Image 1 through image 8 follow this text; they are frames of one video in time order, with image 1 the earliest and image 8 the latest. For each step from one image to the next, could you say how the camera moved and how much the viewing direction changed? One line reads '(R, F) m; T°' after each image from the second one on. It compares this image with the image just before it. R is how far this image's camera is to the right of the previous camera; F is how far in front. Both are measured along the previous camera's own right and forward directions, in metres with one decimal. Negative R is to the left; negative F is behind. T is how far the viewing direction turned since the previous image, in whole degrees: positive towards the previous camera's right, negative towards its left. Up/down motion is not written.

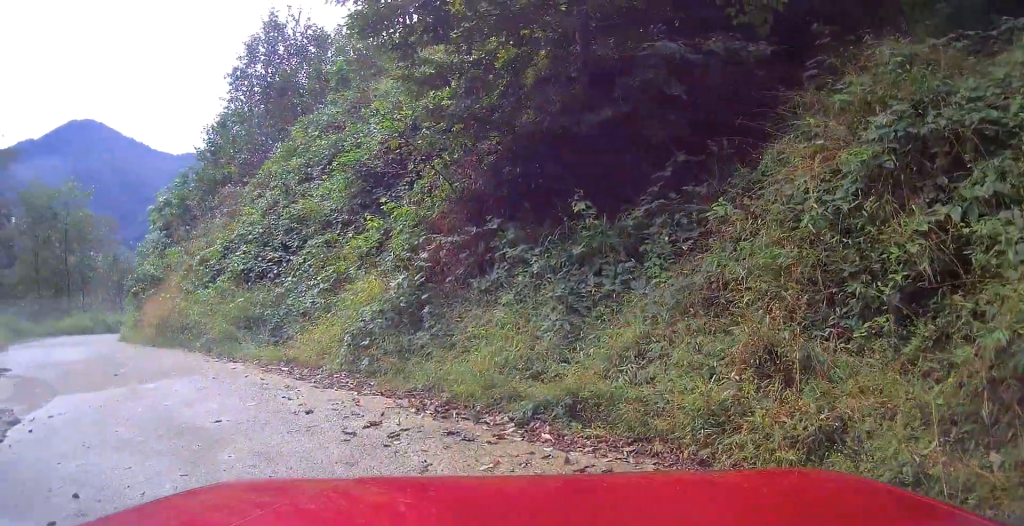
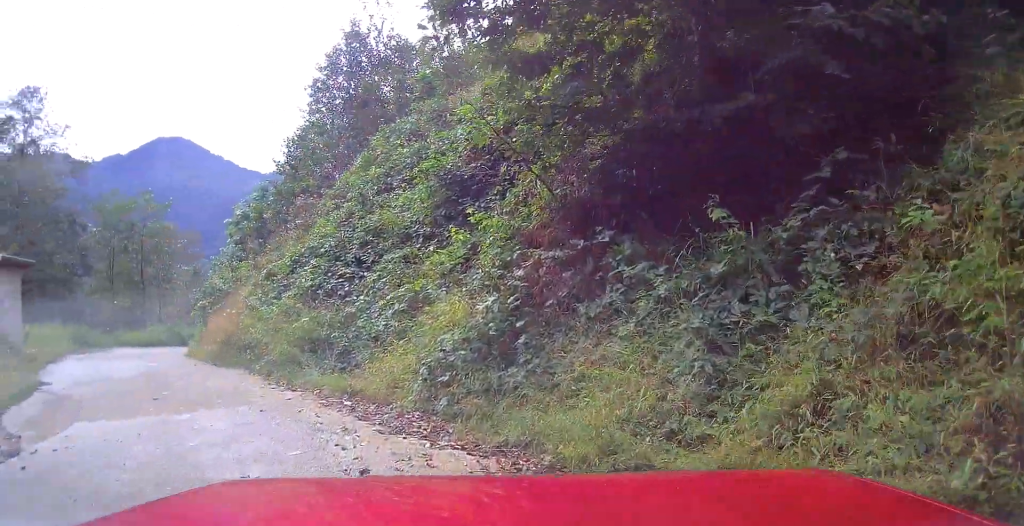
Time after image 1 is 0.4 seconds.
(-0.2, +1.1) m; -6°
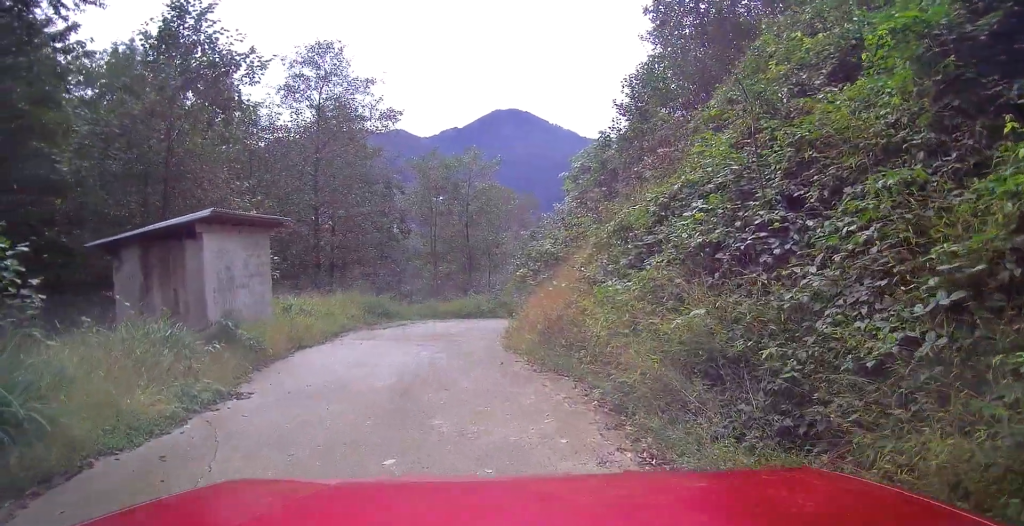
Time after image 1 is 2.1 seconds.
(-0.8, +4.0) m; -30°
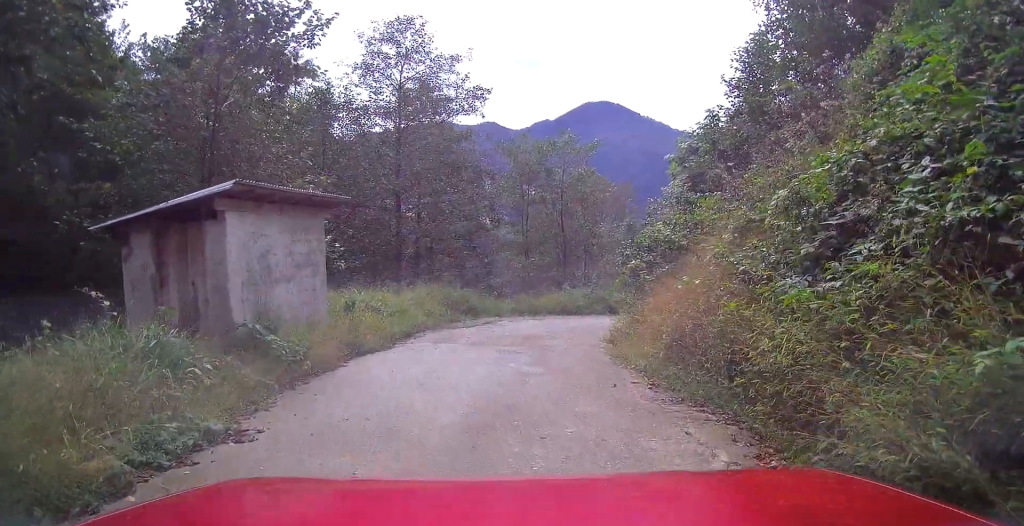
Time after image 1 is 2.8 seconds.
(-0.4, +1.9) m; -14°
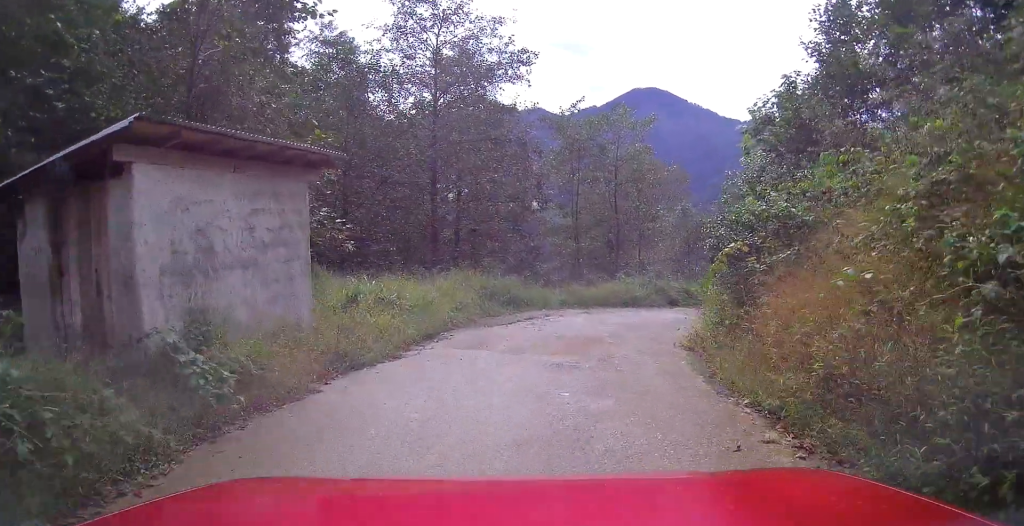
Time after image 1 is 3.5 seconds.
(-0.2, +2.5) m; -4°
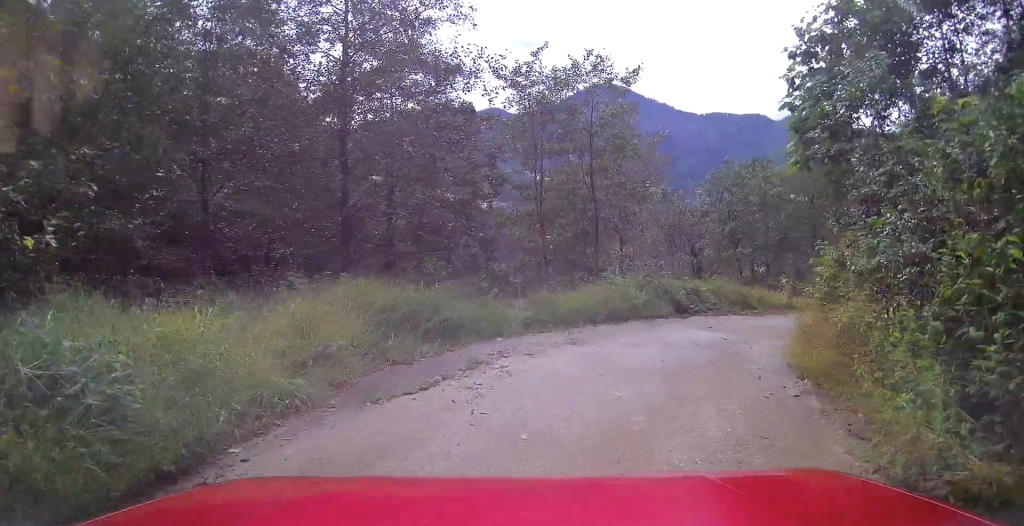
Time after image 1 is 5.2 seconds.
(-1.2, +5.3) m; -18°
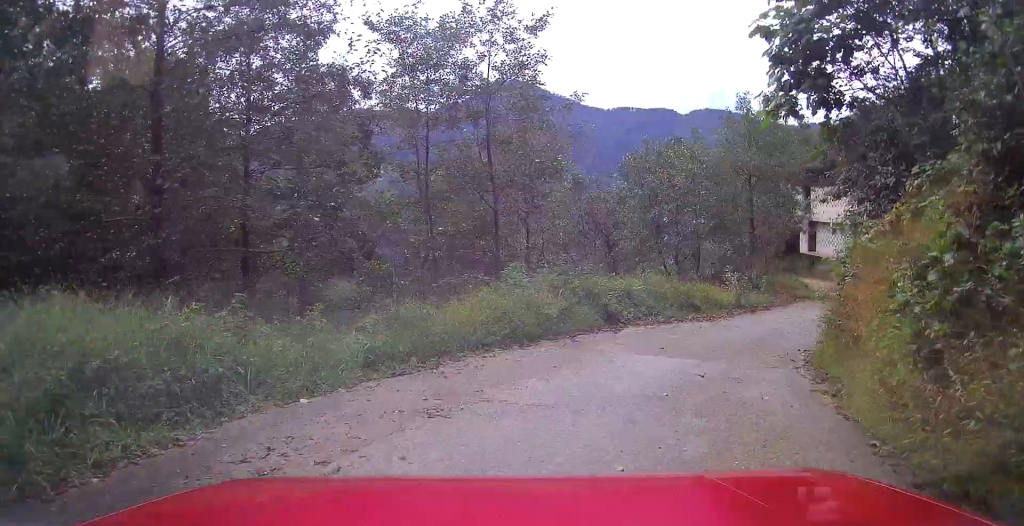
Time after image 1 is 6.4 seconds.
(+0.6, +3.1) m; +29°
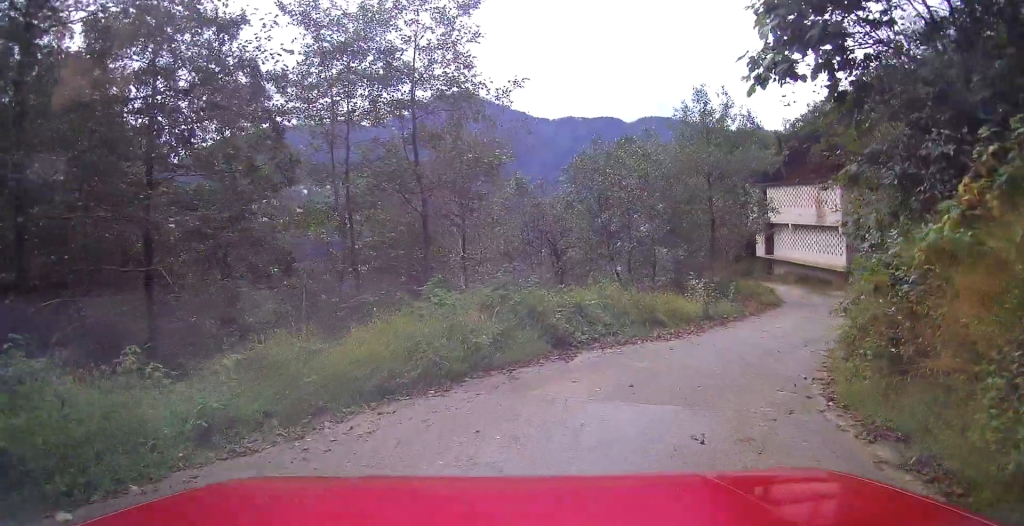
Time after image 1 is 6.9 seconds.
(+0.7, +2.3) m; +14°
